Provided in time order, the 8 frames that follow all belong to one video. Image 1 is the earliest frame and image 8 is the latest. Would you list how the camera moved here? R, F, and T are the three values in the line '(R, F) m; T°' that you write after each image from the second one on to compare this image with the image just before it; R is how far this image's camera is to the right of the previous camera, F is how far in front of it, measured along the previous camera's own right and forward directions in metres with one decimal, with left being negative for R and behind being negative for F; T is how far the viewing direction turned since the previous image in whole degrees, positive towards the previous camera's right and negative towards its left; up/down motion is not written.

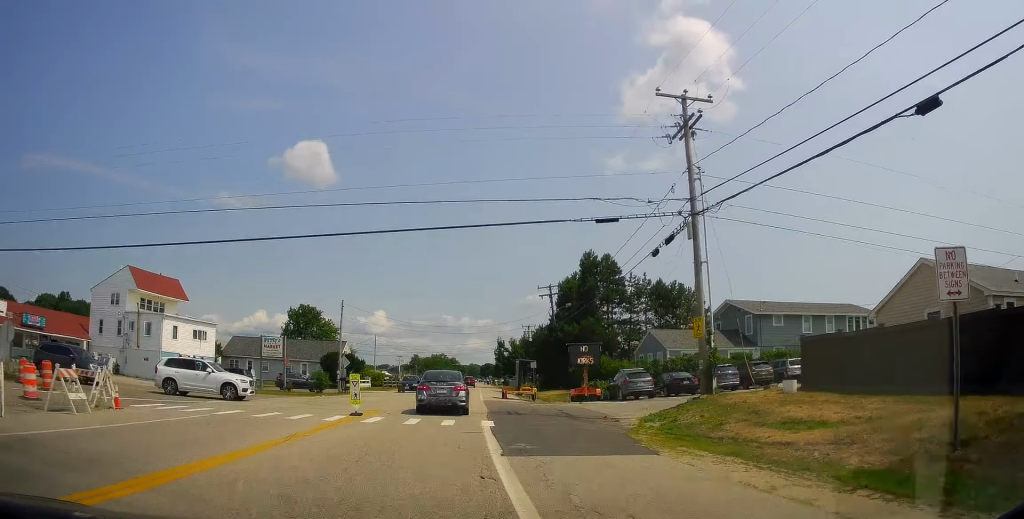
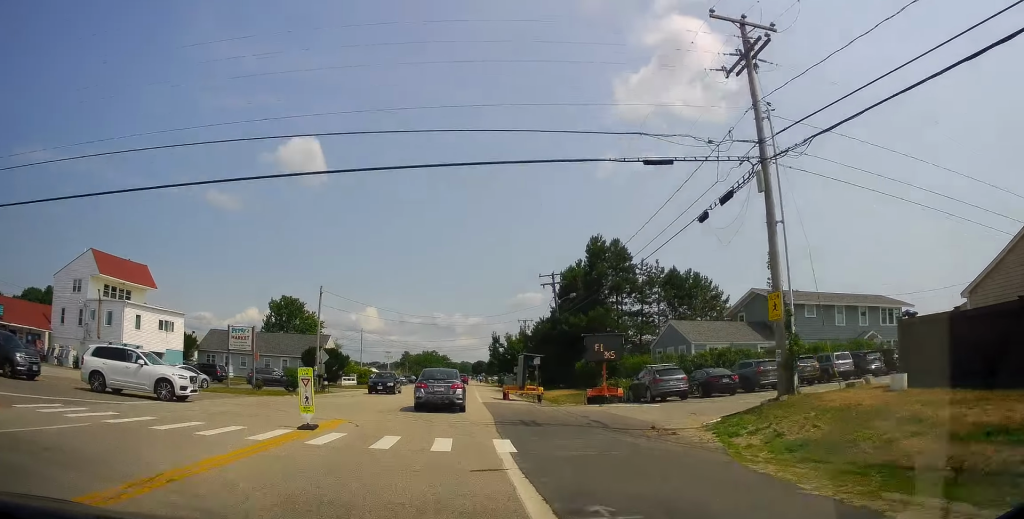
(-0.1, +5.8) m; 0°
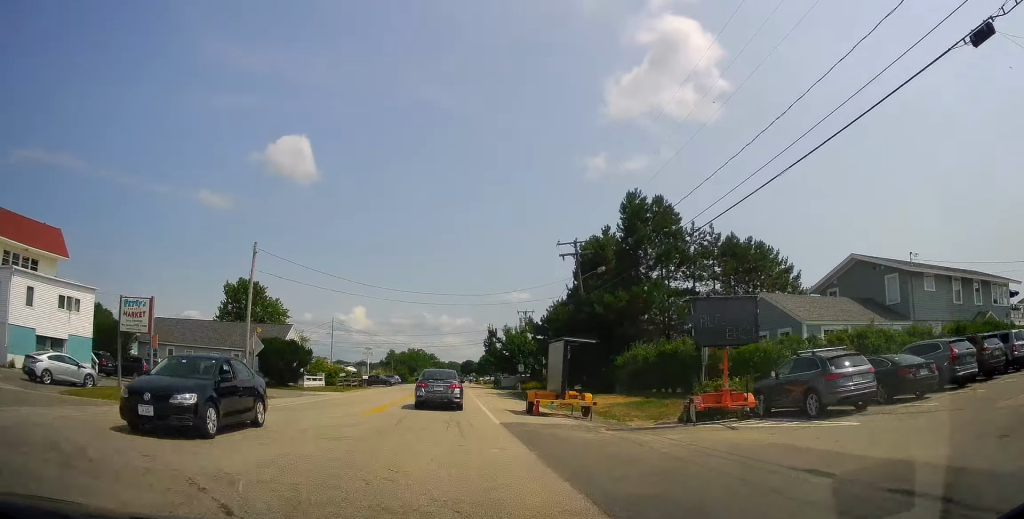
(+0.2, +13.6) m; +2°
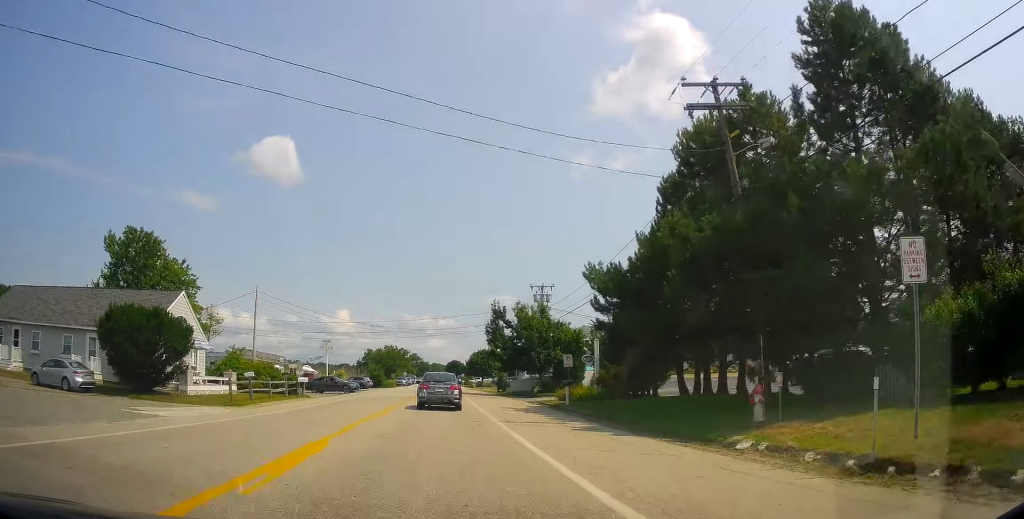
(+0.3, +23.9) m; +3°
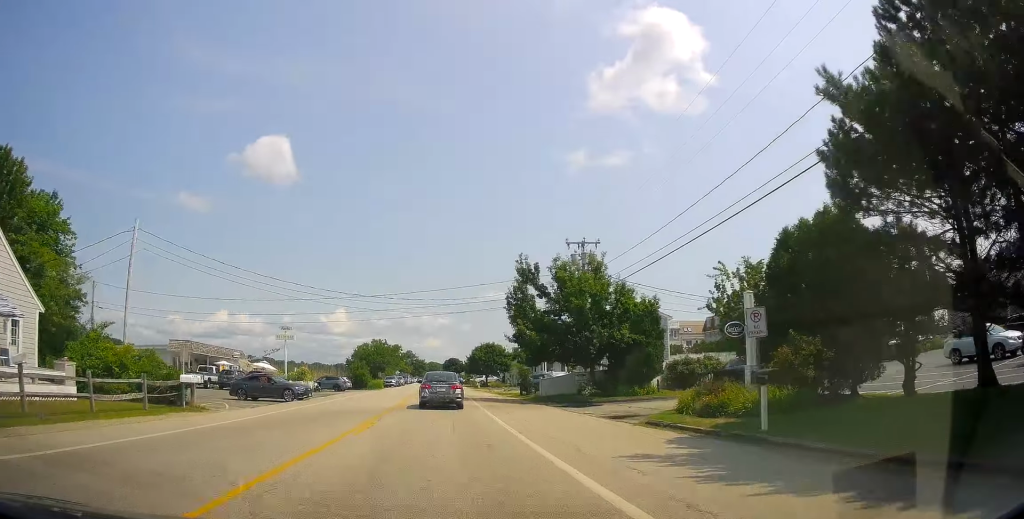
(+0.3, +18.3) m; -1°
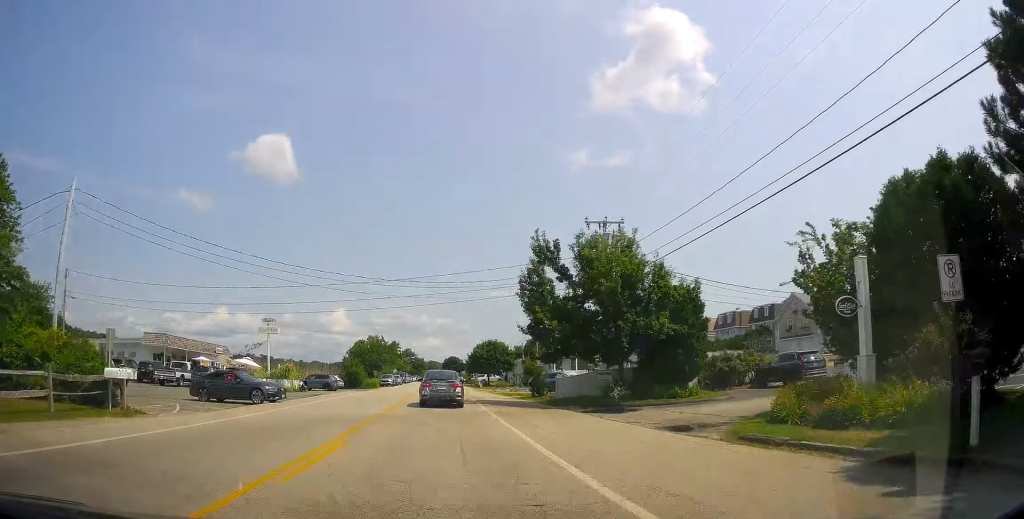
(-0.3, +5.5) m; 0°
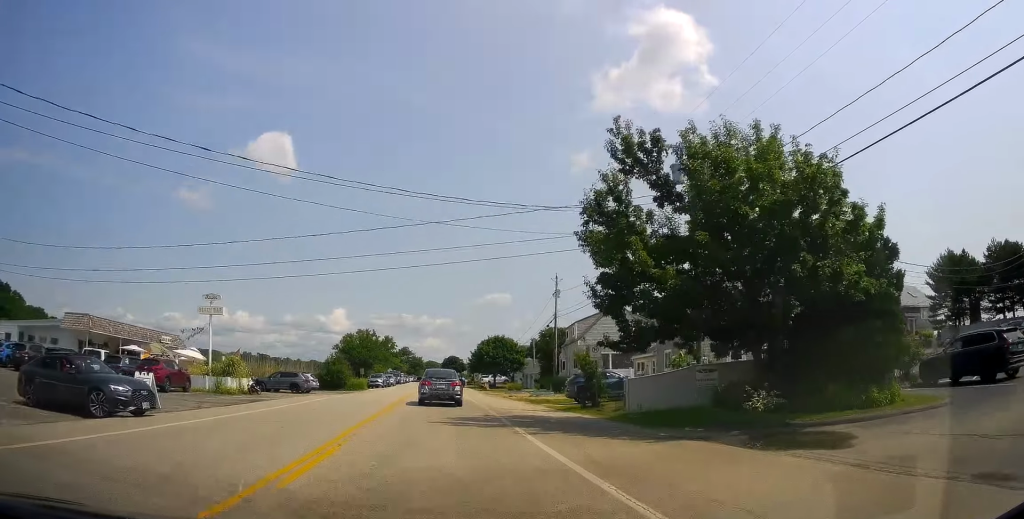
(+0.1, +12.7) m; +1°
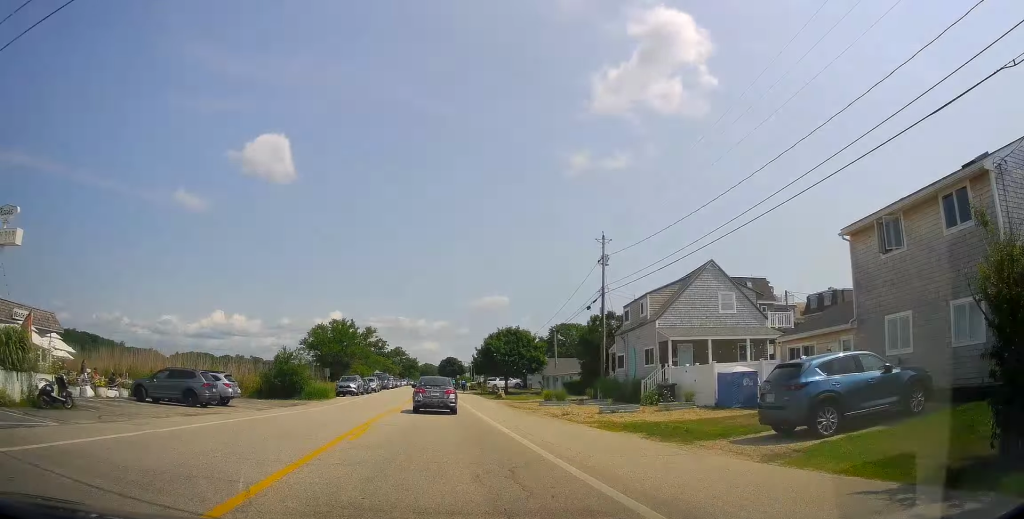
(+0.1, +19.9) m; +1°
